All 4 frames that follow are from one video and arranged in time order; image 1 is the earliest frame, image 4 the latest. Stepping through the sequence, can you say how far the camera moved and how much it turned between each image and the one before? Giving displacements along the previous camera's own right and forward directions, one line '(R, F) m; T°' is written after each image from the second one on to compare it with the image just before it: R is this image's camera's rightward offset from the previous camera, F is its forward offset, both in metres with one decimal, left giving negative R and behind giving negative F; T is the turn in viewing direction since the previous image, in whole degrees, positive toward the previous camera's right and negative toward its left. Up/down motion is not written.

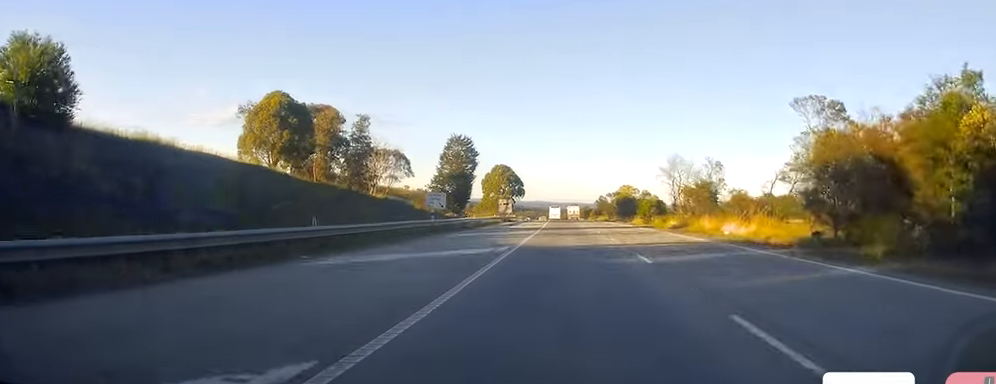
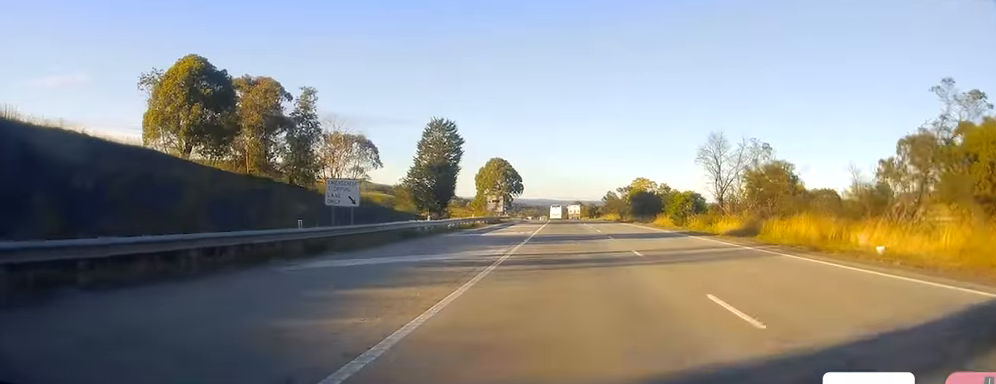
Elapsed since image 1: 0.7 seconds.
(-0.1, +21.5) m; -1°
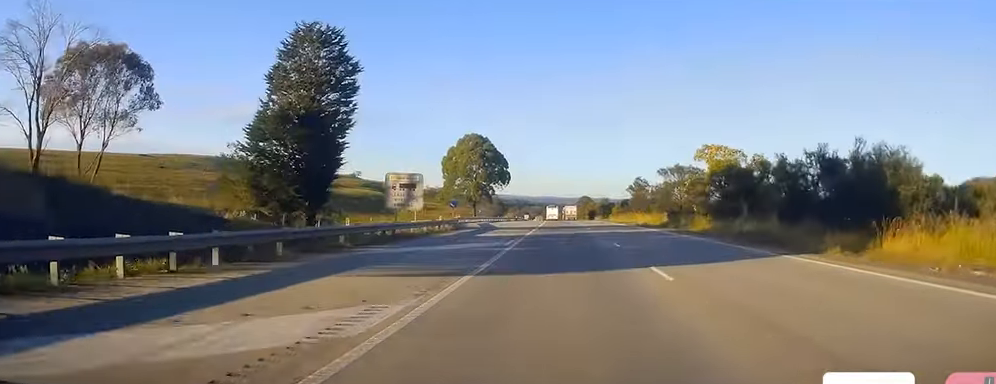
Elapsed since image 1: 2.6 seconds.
(-0.6, +54.7) m; 0°
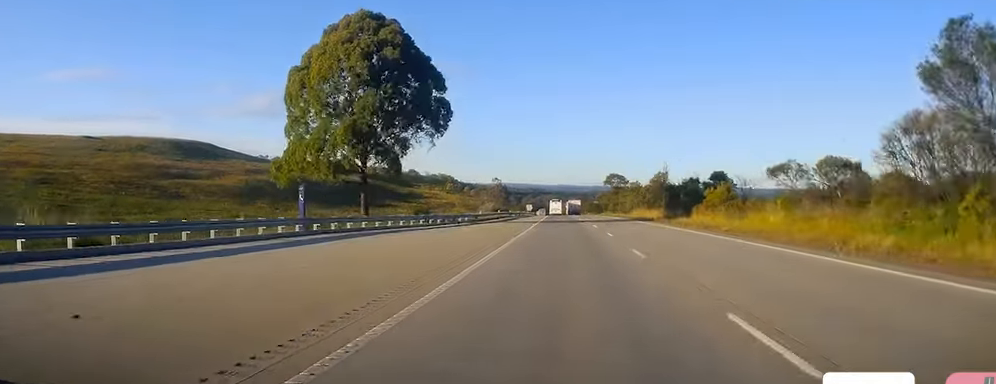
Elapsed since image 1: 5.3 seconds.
(-0.6, +79.8) m; -1°
